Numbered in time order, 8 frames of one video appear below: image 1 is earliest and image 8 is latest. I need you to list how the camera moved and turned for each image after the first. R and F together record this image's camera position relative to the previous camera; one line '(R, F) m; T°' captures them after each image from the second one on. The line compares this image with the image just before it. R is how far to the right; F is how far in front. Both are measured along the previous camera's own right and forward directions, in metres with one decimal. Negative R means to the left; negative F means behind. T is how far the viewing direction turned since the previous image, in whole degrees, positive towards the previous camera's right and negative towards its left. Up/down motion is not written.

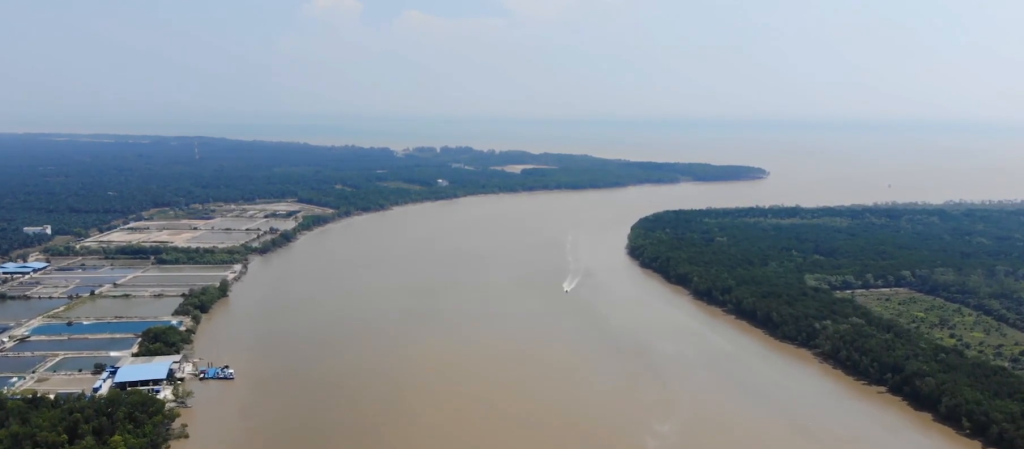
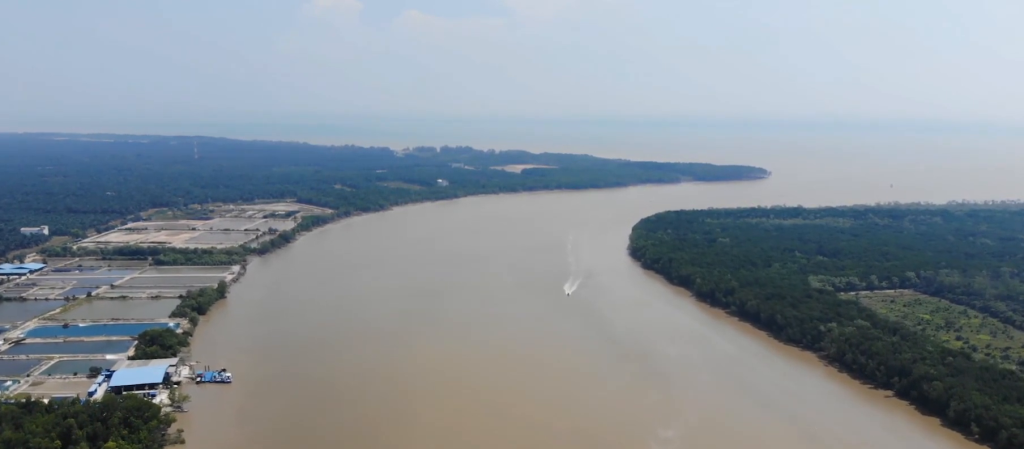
(0.0, +7.7) m; +1°
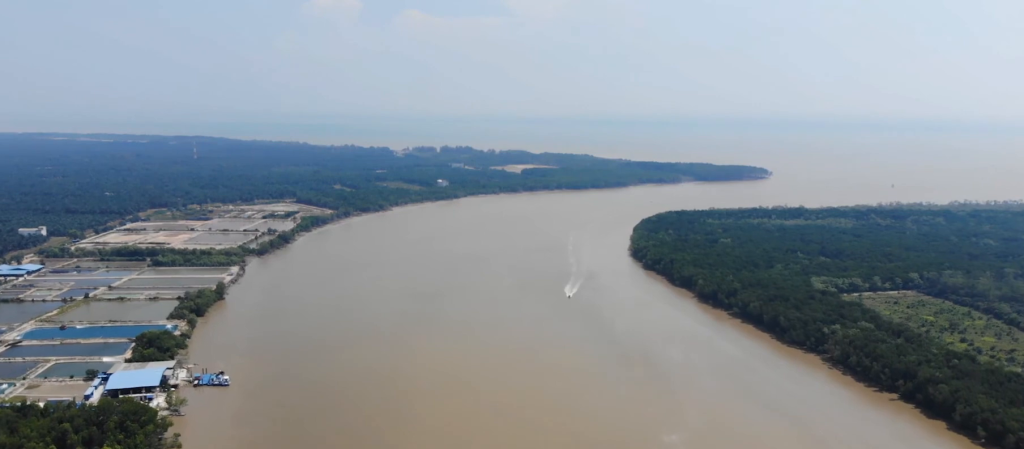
(0.0, +5.5) m; 0°
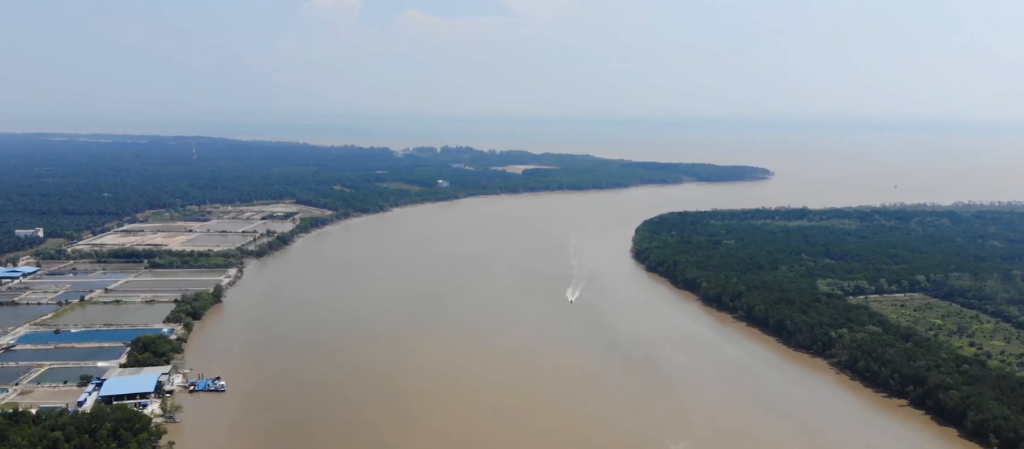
(+0.1, +9.8) m; 0°
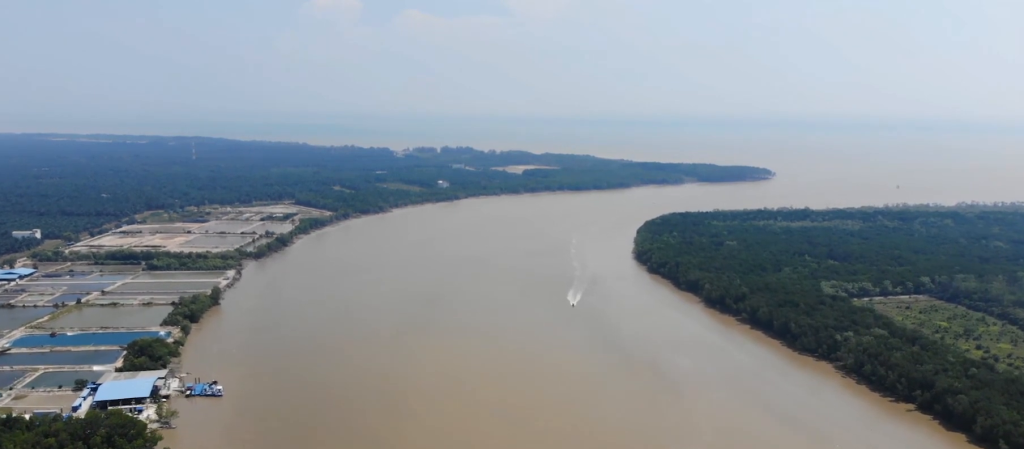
(0.0, +7.3) m; 0°
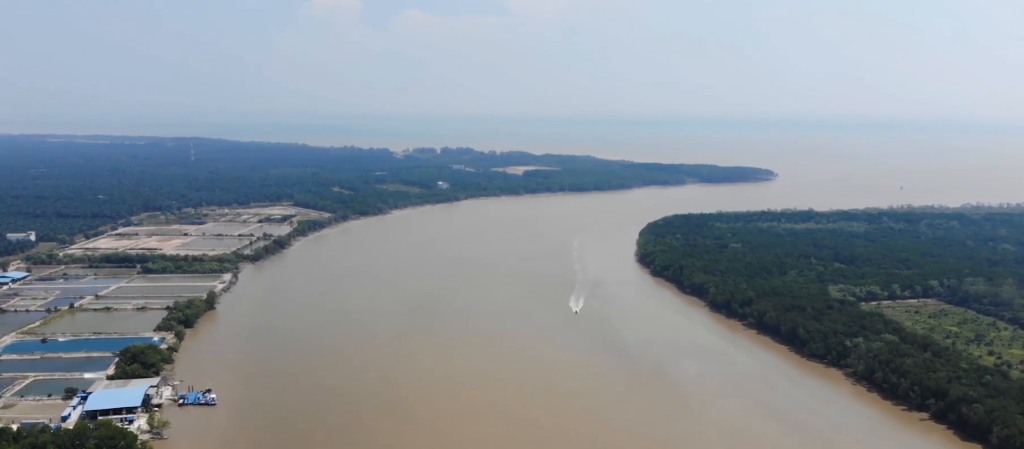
(0.0, +13.3) m; 0°
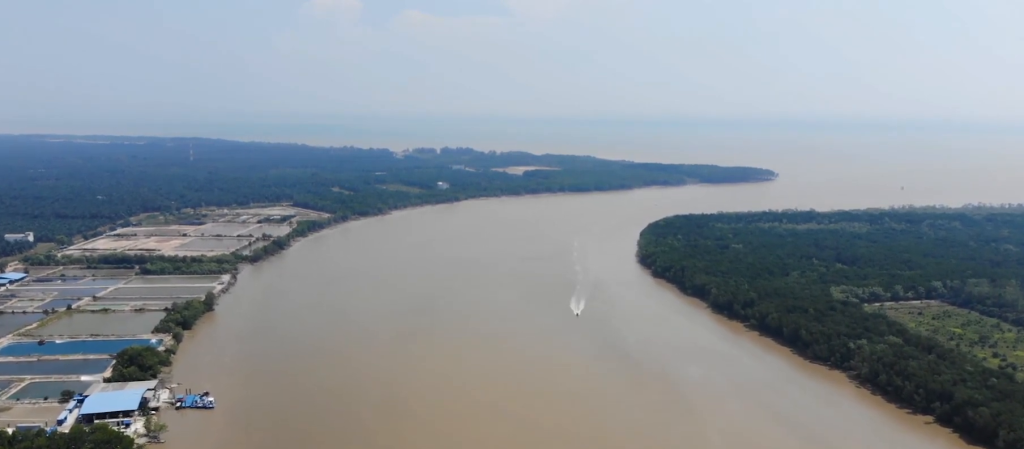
(0.0, +4.7) m; 0°
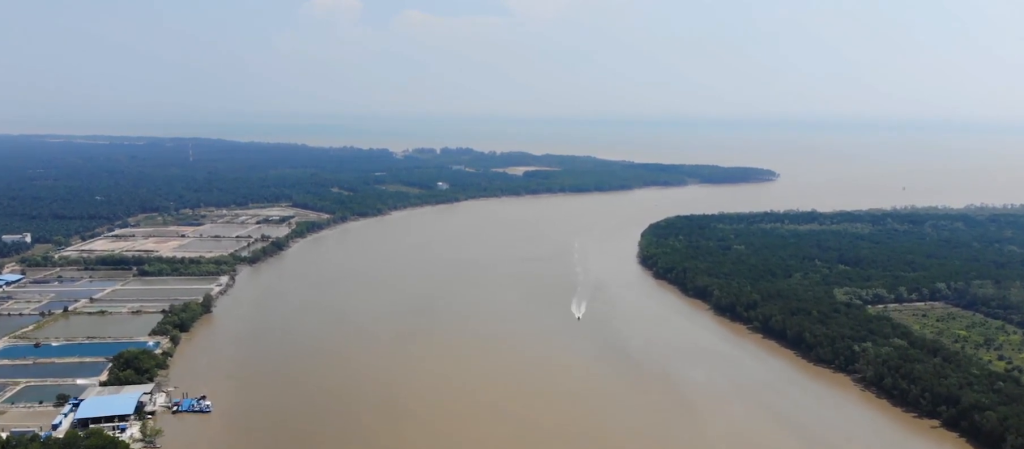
(0.0, +5.9) m; 0°
